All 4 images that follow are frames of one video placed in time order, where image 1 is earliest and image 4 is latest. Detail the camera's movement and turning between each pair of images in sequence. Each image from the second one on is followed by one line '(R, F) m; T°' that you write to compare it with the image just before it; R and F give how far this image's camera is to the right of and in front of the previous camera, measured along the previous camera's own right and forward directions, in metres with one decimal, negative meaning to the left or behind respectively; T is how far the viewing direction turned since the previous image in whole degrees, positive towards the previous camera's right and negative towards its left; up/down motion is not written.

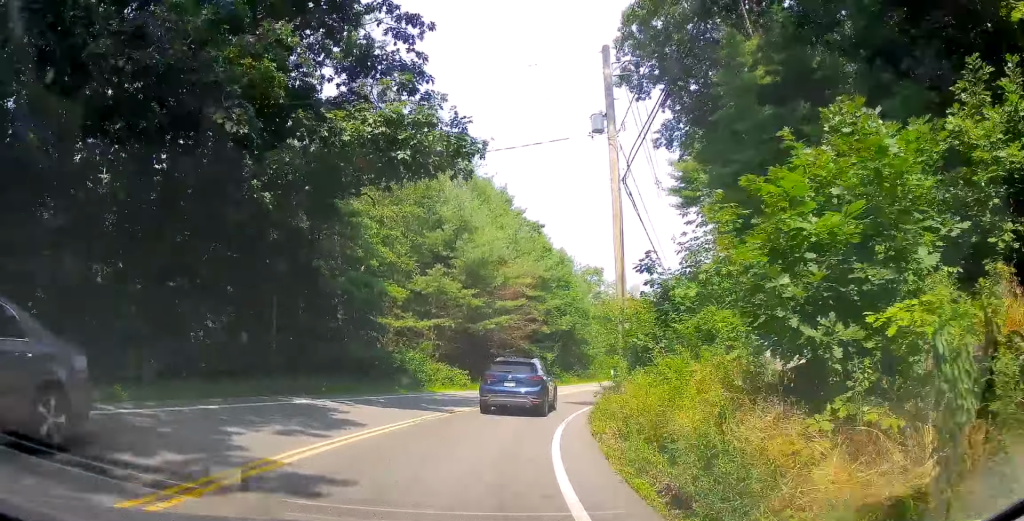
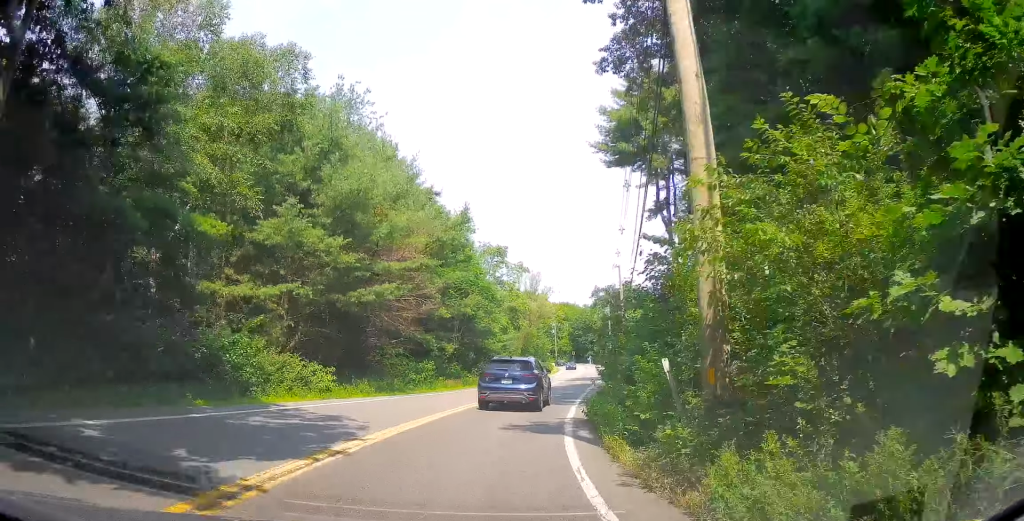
(+0.7, +11.4) m; +6°
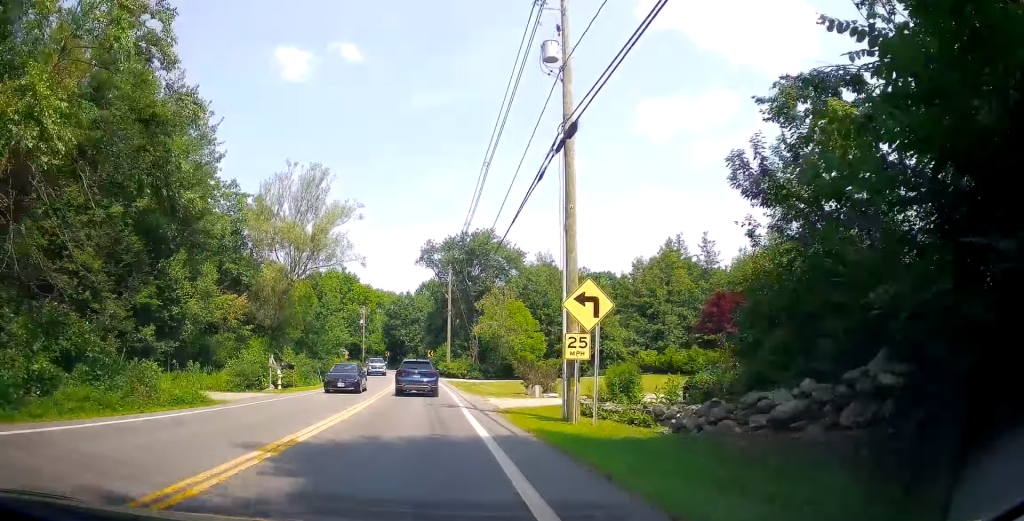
(+9.5, +46.2) m; +22°
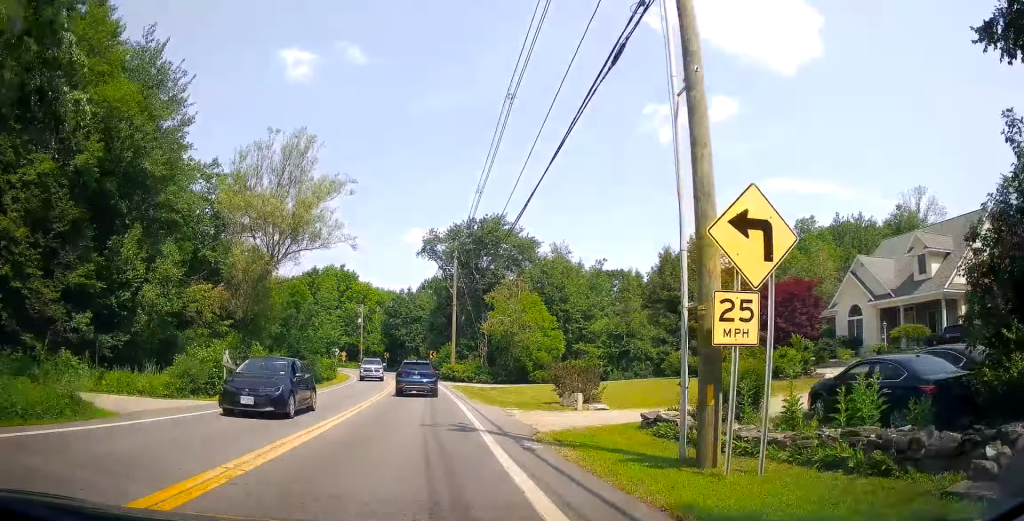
(-0.4, +6.8) m; +1°
